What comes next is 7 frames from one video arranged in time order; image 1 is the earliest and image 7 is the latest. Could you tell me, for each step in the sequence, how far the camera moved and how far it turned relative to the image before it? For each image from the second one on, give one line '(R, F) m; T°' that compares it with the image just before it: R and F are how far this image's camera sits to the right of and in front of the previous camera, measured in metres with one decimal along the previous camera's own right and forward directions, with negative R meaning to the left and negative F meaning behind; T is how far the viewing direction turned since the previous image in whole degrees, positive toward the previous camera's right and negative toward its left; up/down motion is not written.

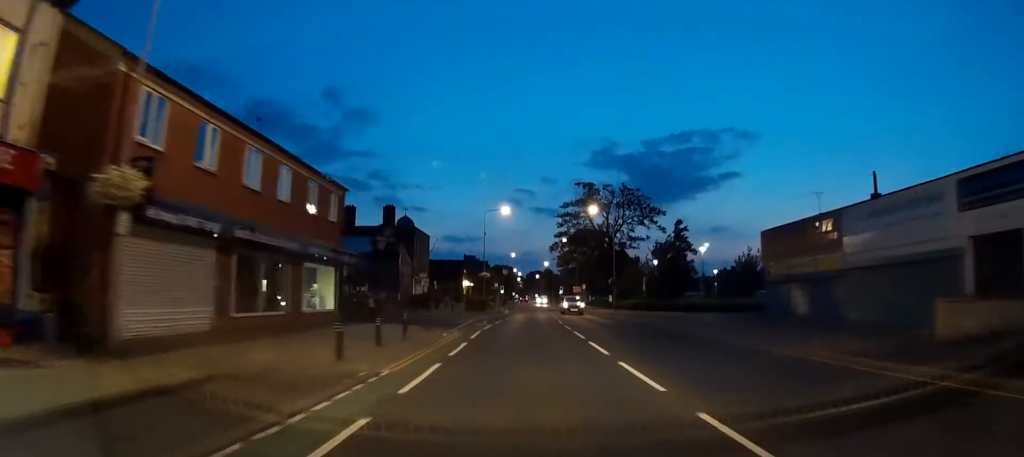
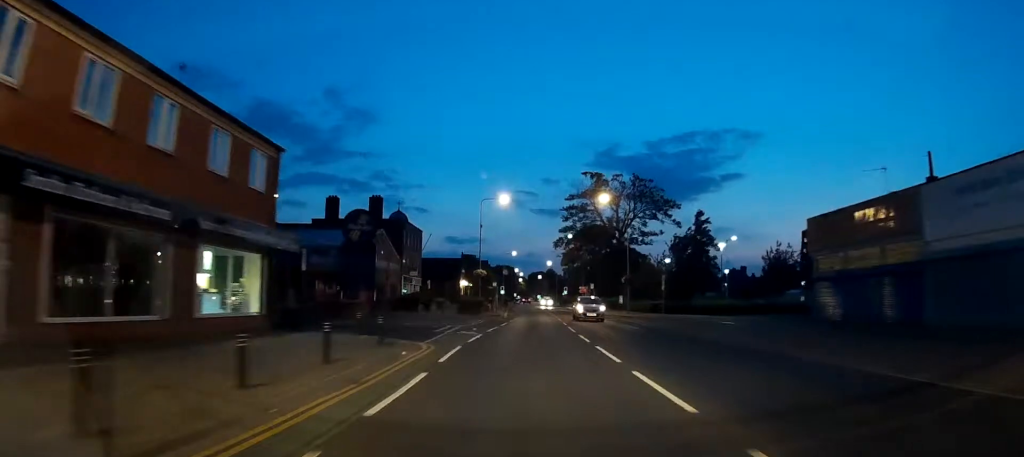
(0.0, +7.5) m; +1°
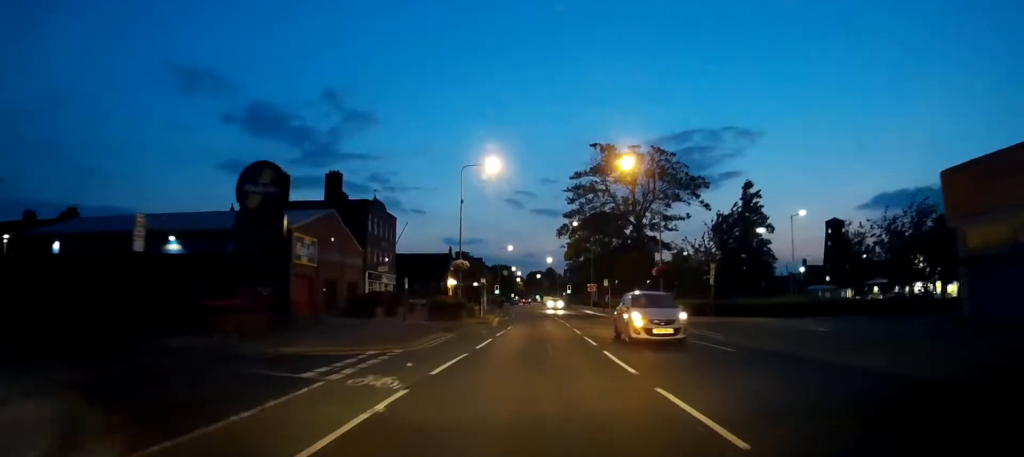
(+0.3, +14.4) m; 0°
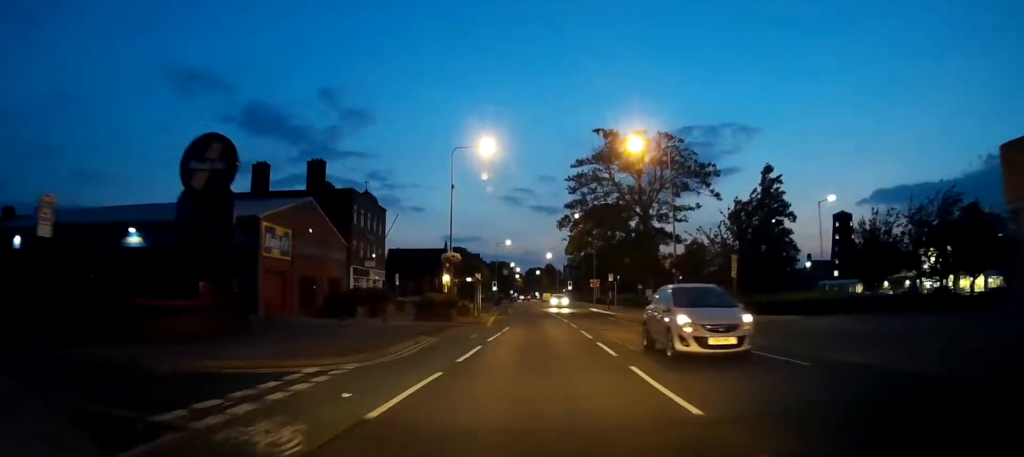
(0.0, +4.6) m; 0°
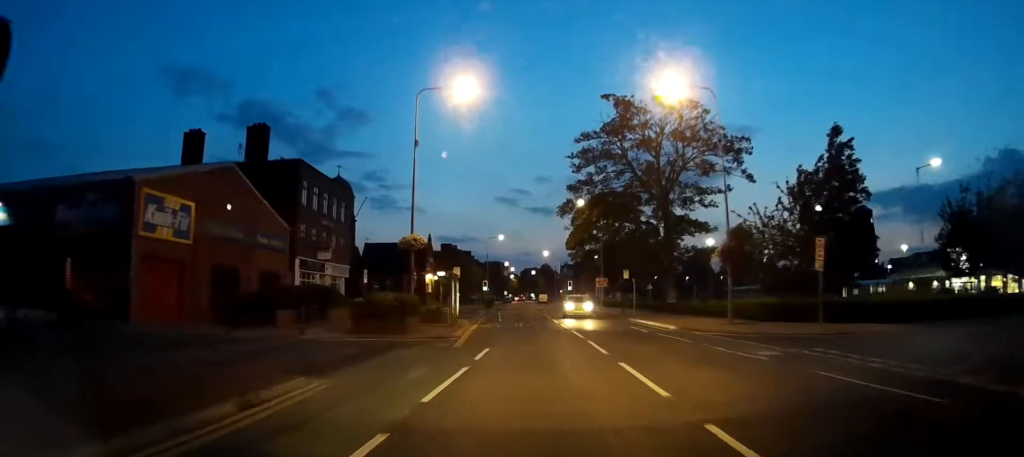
(0.0, +12.2) m; -1°
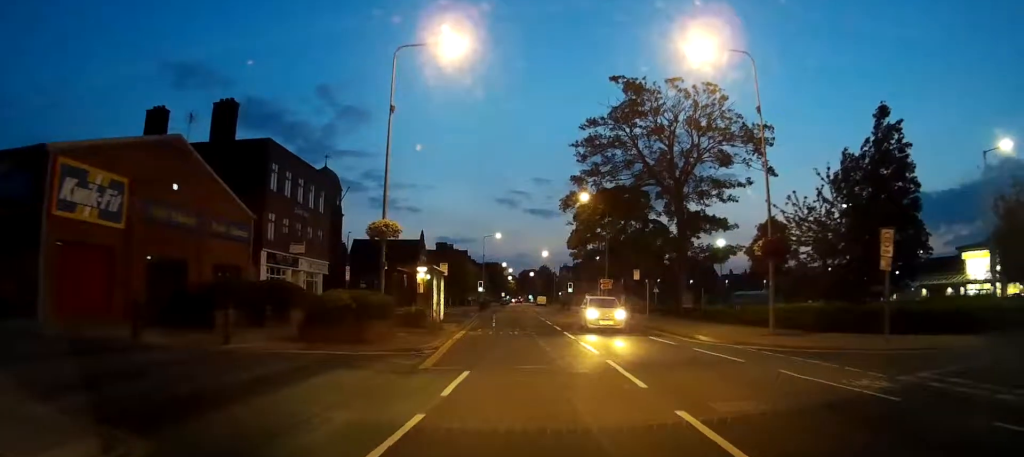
(-0.2, +6.1) m; -2°
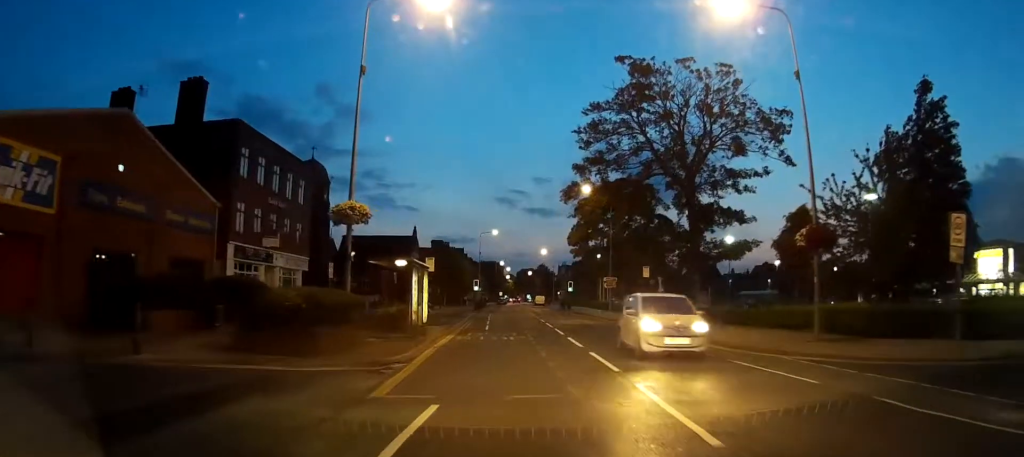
(-0.2, +5.3) m; +2°
